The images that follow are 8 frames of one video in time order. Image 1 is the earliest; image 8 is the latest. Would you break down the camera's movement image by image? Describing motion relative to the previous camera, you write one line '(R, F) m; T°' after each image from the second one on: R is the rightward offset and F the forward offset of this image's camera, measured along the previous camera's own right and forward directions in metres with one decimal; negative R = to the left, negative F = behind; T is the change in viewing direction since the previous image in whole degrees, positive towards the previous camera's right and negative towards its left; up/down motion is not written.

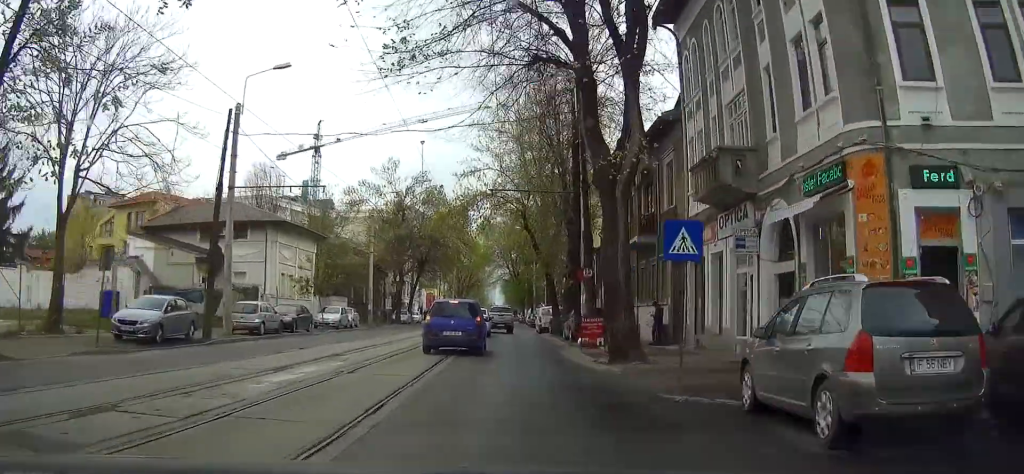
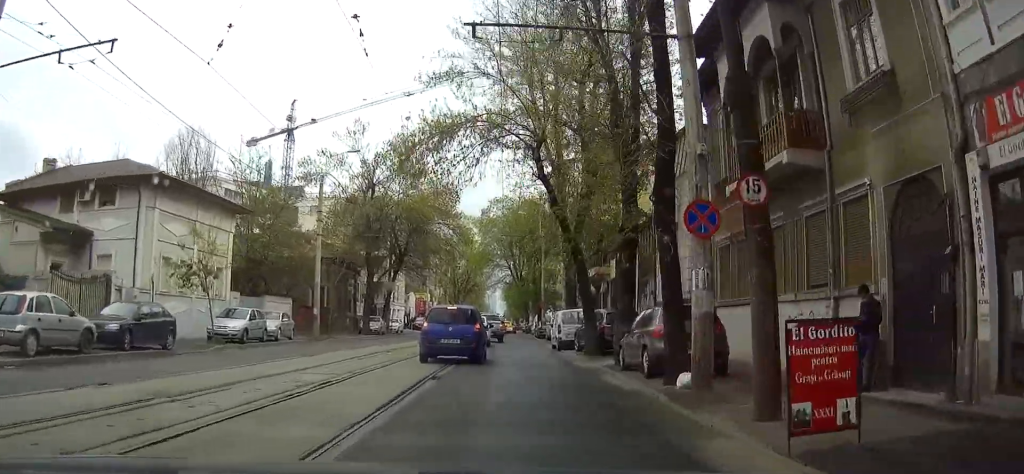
(-0.1, +17.0) m; -1°
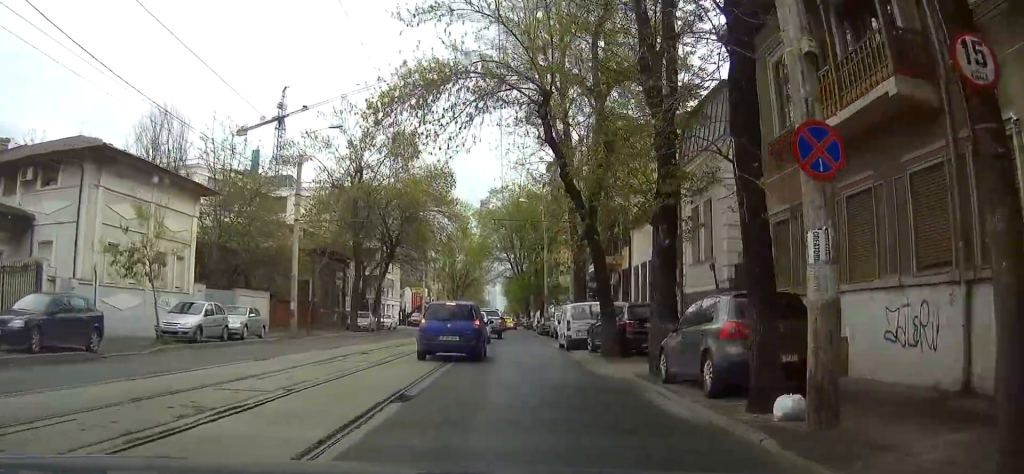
(0.0, +4.6) m; 0°
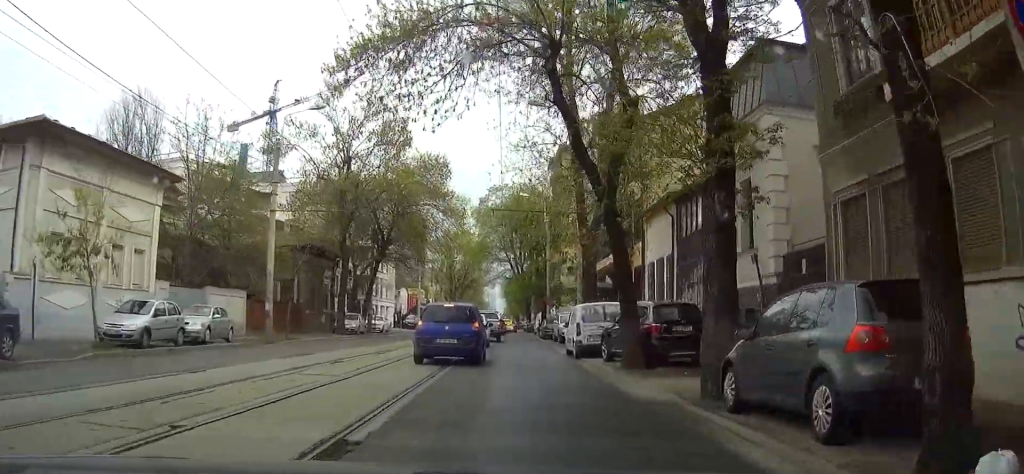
(+0.1, +3.8) m; 0°
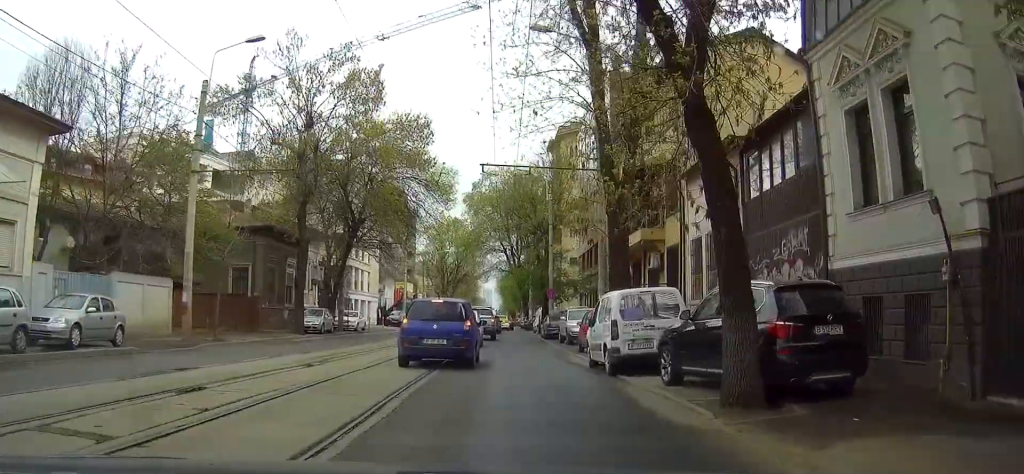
(0.0, +8.4) m; 0°
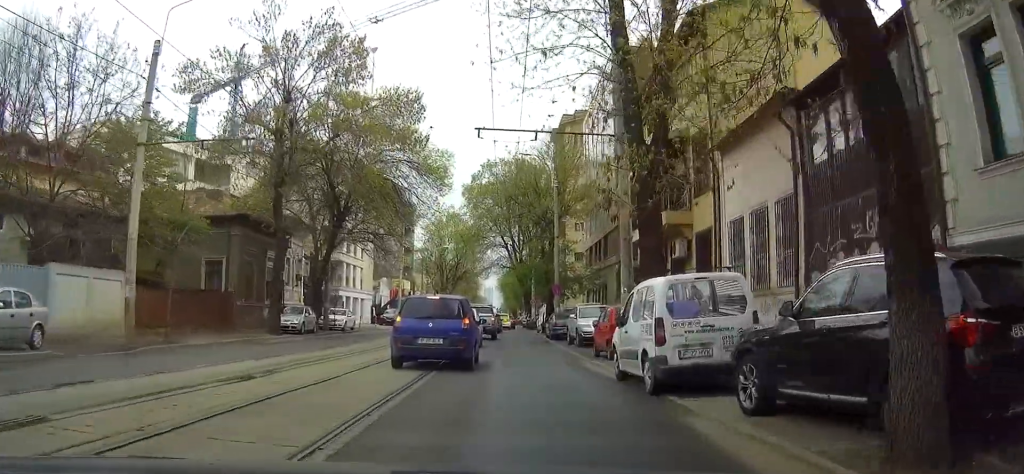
(0.0, +4.3) m; 0°
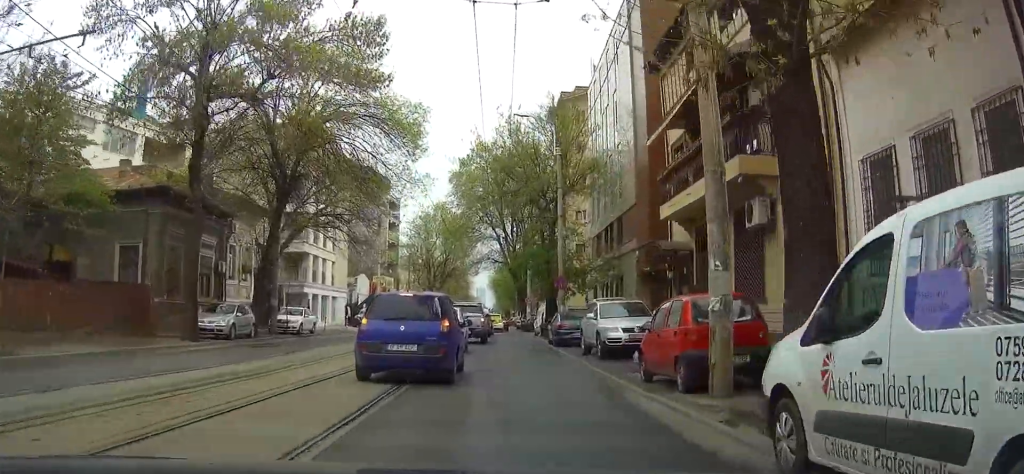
(+0.1, +9.0) m; +2°
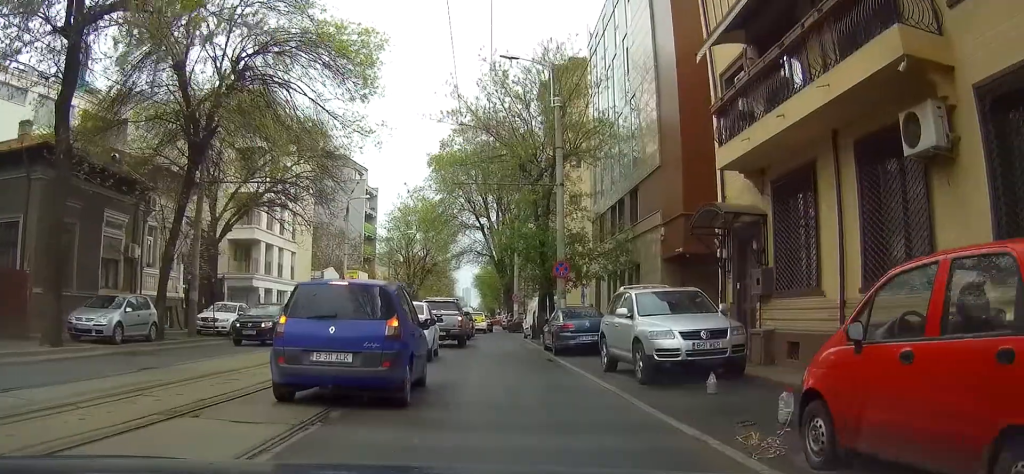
(+0.1, +8.5) m; +1°
